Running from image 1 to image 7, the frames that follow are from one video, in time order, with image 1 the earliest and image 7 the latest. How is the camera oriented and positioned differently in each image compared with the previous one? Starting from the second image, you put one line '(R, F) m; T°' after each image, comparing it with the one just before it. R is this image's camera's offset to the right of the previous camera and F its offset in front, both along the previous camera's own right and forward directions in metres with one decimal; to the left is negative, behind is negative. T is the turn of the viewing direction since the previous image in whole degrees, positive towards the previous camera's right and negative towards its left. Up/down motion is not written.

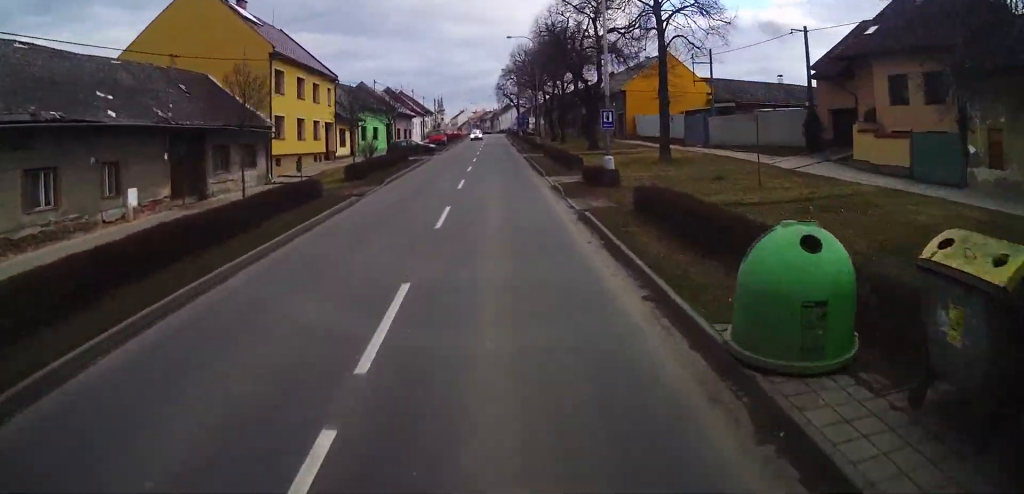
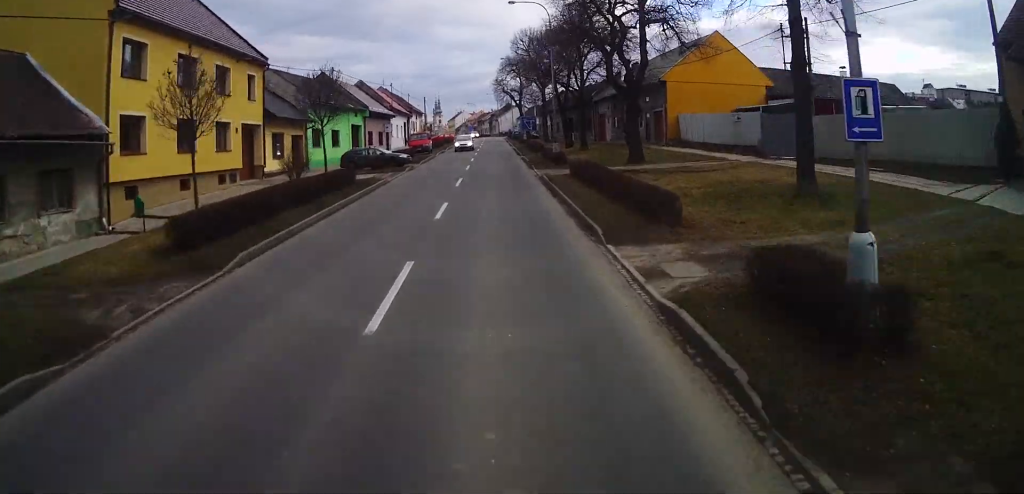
(+1.0, +17.1) m; +2°
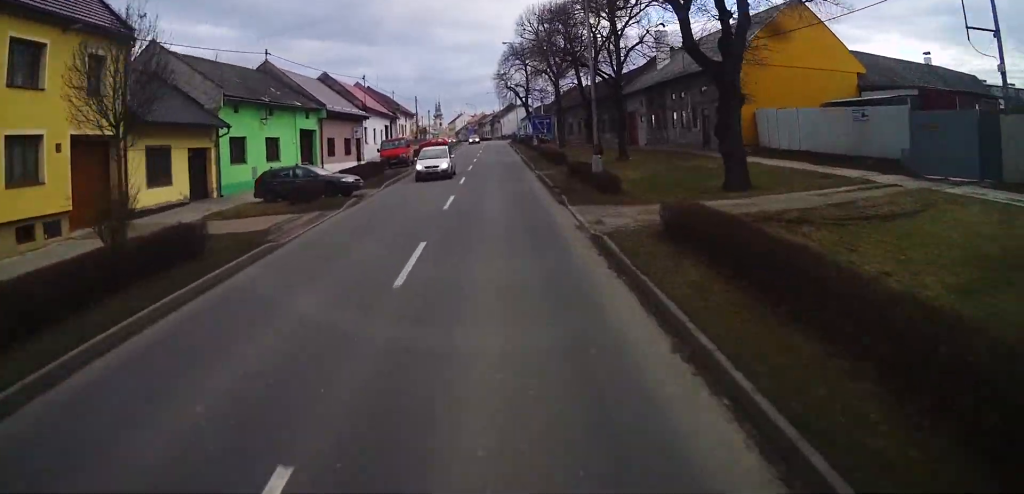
(-0.5, +15.5) m; -3°
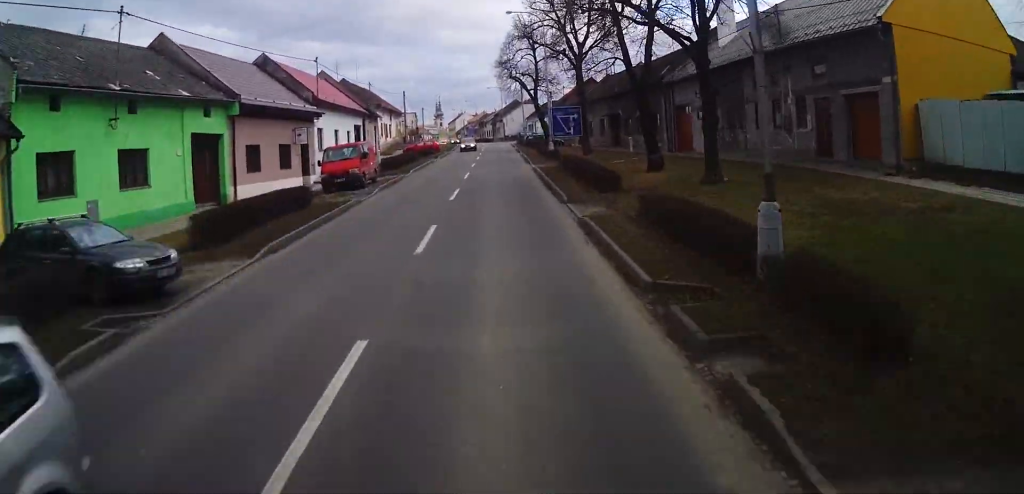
(-0.2, +15.4) m; 0°
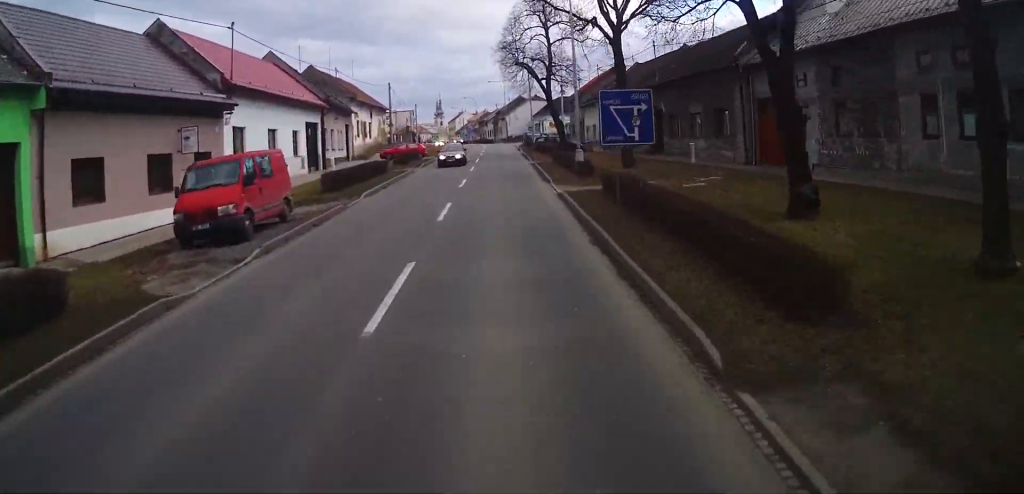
(+0.2, +14.1) m; +1°
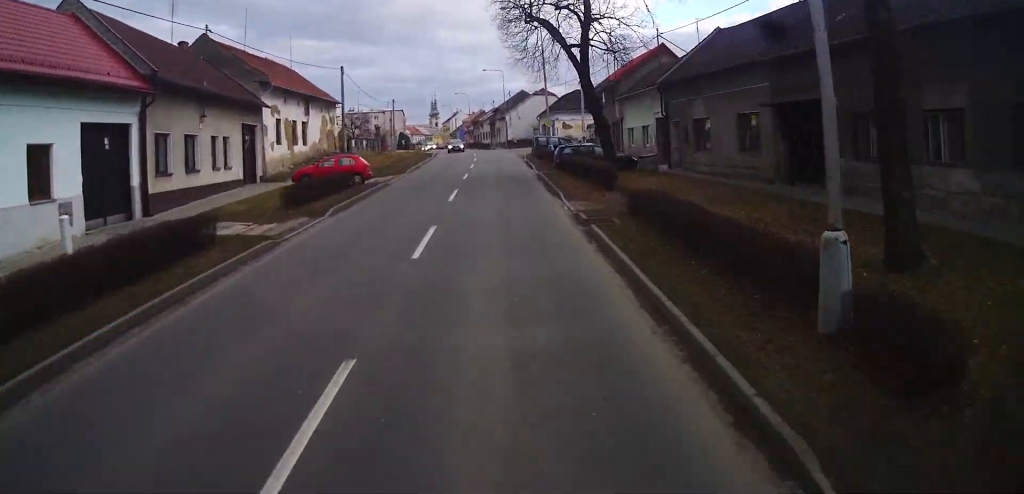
(+0.1, +23.0) m; 0°
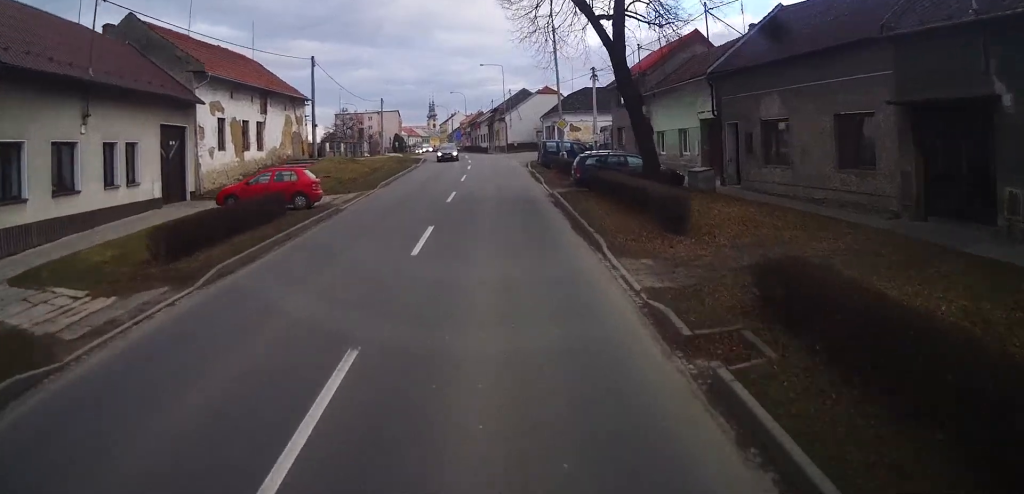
(+0.1, +8.8) m; -1°
